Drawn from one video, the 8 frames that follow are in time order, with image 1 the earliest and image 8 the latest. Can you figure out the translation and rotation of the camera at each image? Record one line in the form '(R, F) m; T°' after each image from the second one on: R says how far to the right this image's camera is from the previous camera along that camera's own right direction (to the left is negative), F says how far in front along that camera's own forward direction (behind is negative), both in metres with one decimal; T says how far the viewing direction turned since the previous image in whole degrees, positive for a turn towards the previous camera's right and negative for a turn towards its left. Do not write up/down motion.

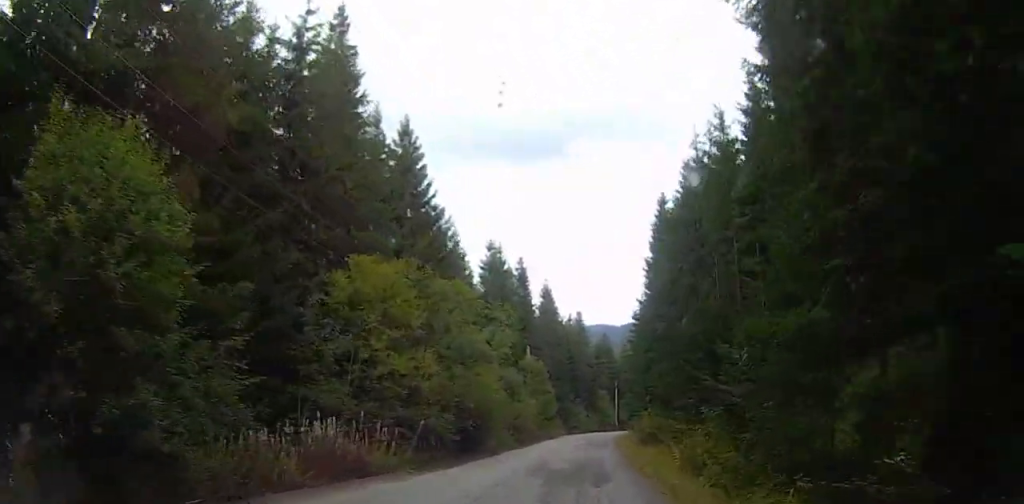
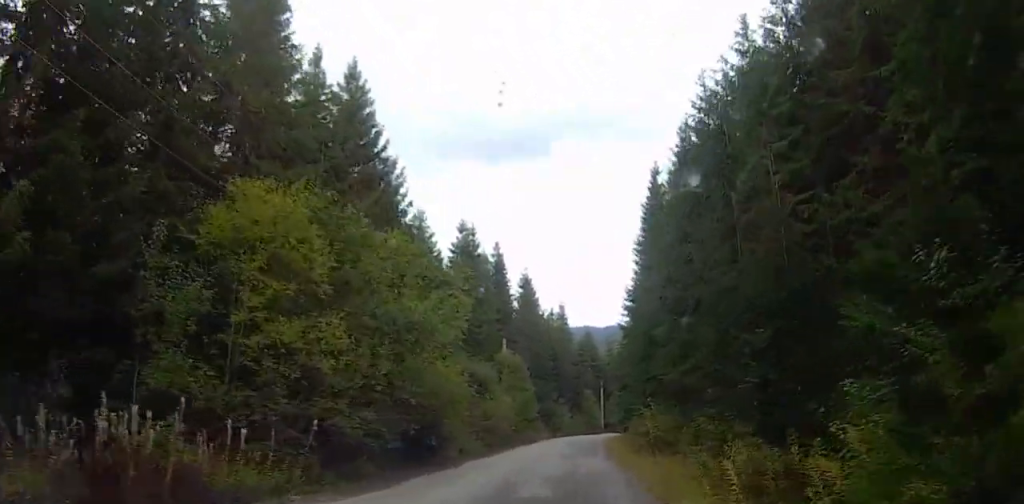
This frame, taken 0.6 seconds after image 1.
(+0.1, +8.1) m; 0°
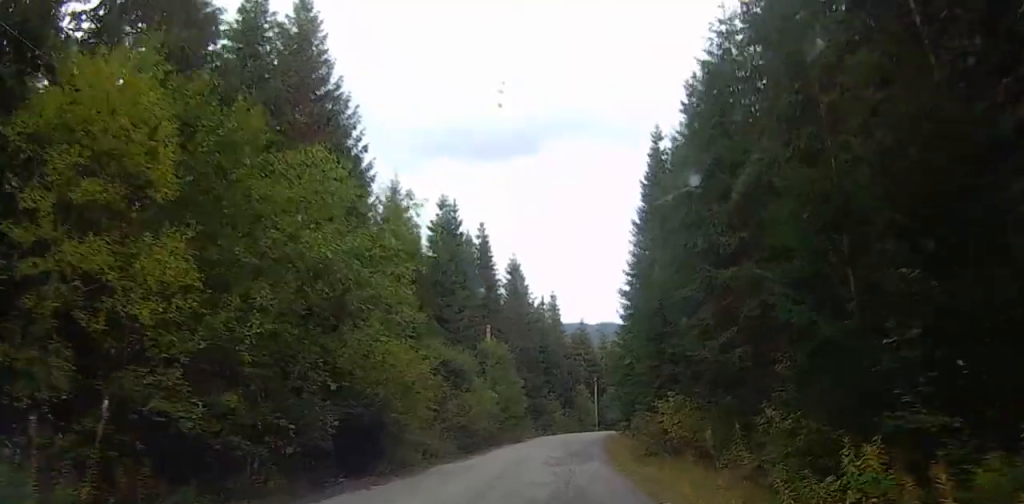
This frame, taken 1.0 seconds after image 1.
(0.0, +6.7) m; 0°
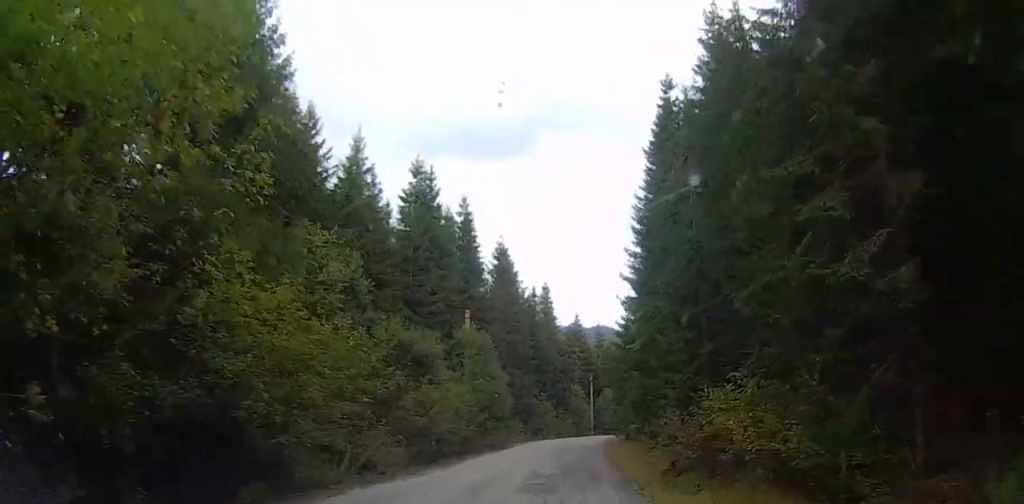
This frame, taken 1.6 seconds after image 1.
(0.0, +8.6) m; 0°
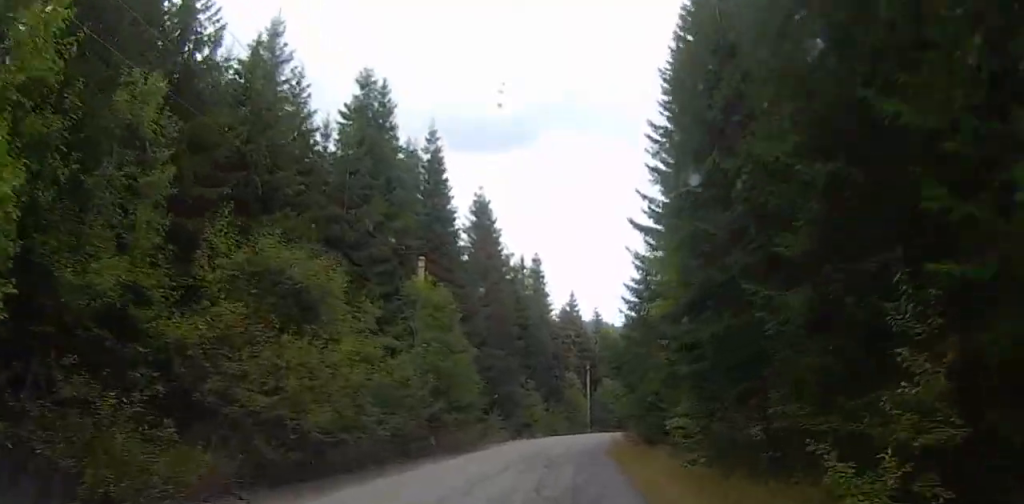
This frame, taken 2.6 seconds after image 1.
(+0.1, +13.8) m; +2°
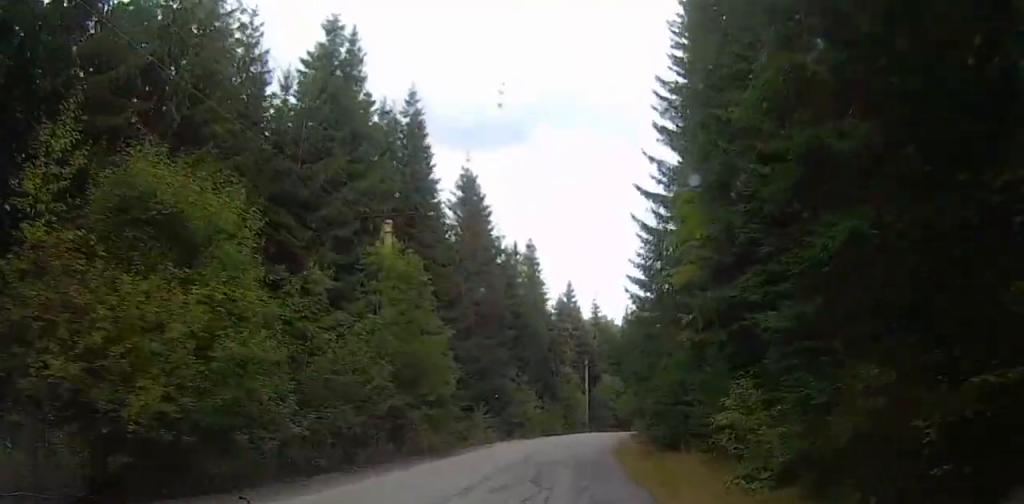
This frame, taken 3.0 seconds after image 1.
(0.0, +6.1) m; +1°
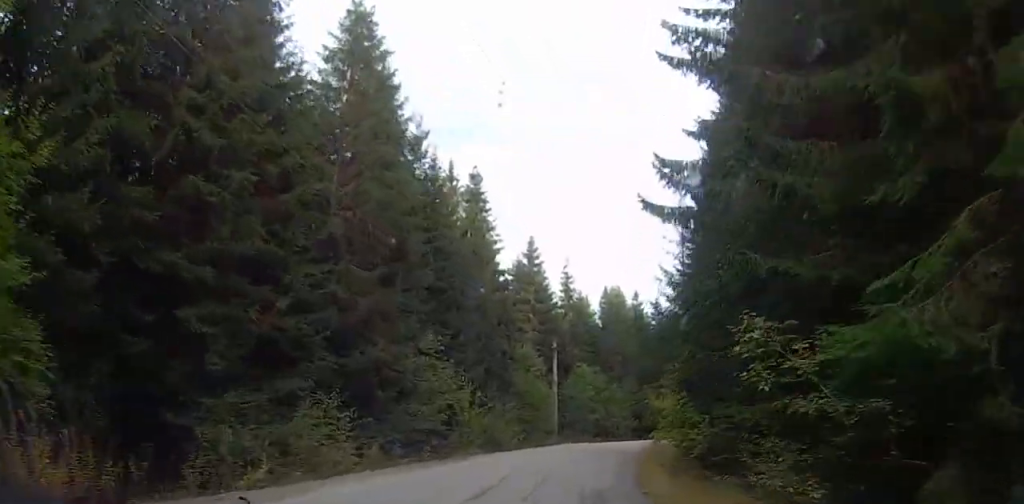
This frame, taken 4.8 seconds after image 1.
(+0.9, +24.1) m; +5°
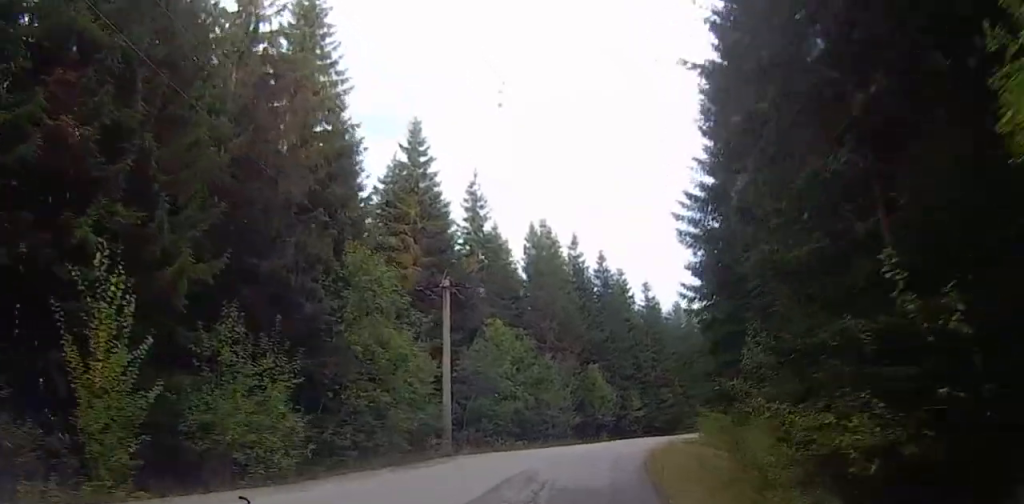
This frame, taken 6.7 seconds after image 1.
(+1.5, +26.0) m; +4°
